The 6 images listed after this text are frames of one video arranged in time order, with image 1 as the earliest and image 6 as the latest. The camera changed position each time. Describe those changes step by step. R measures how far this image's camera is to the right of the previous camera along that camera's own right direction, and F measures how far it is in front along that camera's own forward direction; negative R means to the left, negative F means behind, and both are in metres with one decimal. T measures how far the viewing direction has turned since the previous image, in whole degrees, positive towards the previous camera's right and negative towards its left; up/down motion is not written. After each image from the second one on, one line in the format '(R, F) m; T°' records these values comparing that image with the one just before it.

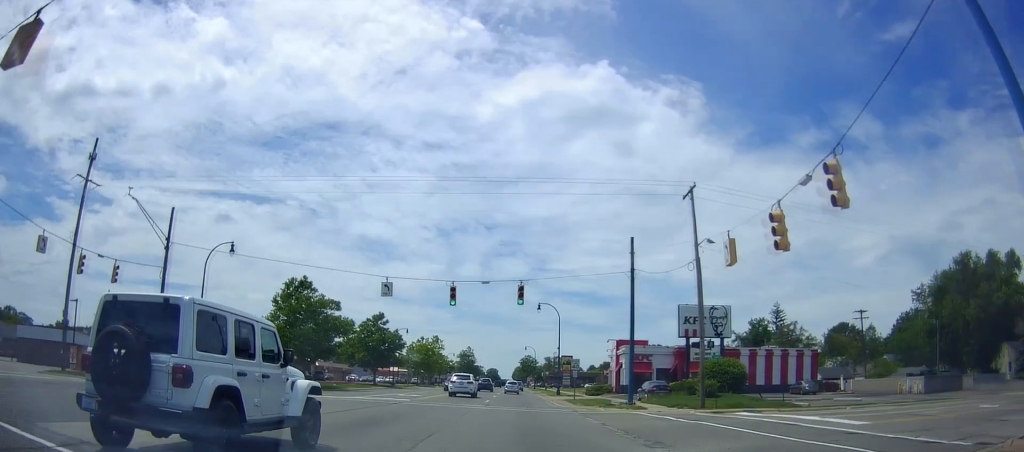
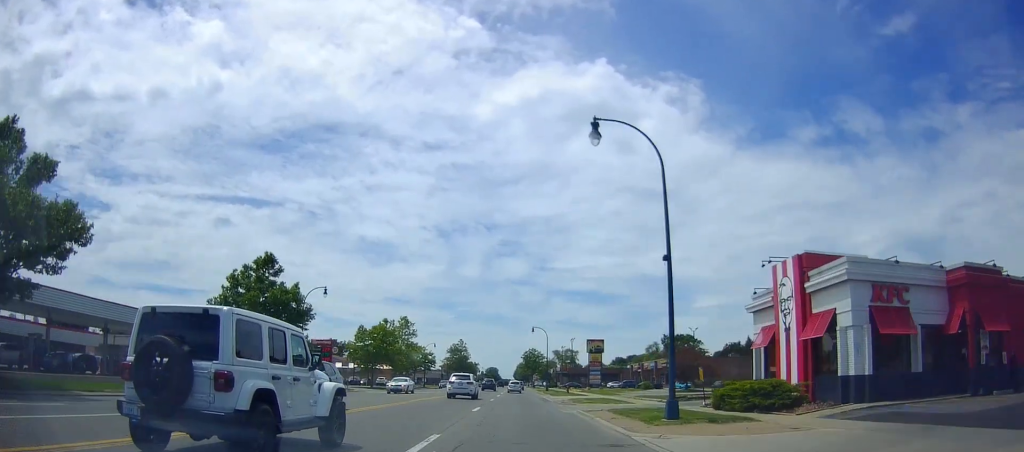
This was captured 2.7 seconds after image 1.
(-1.8, +41.5) m; -2°
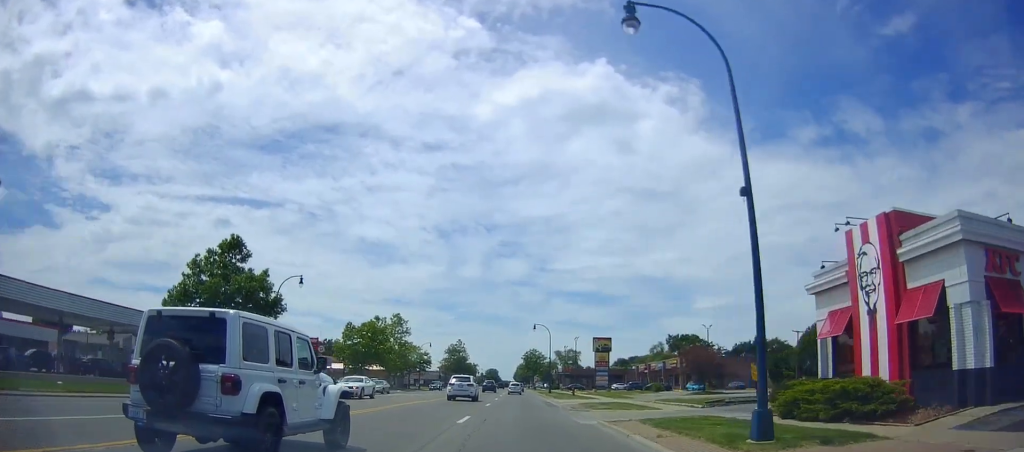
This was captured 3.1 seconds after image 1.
(0.0, +6.3) m; 0°
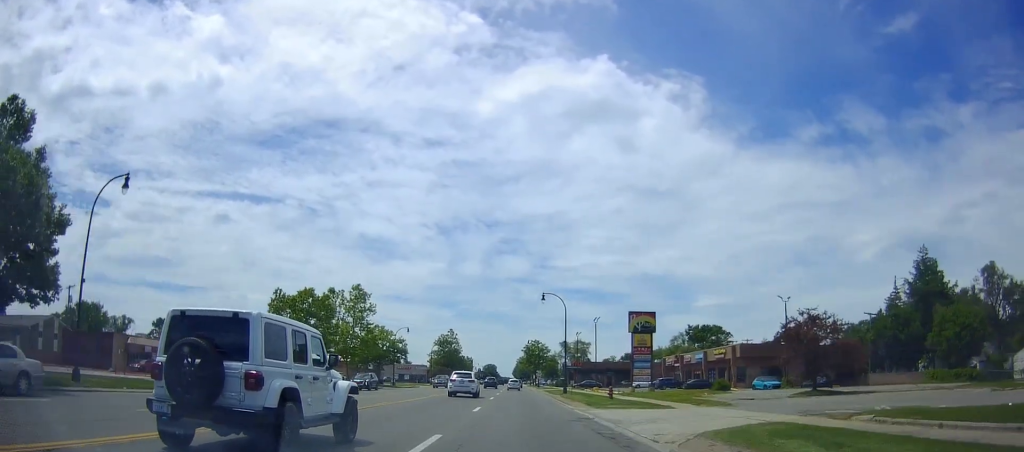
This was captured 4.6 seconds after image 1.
(+0.1, +24.1) m; 0°
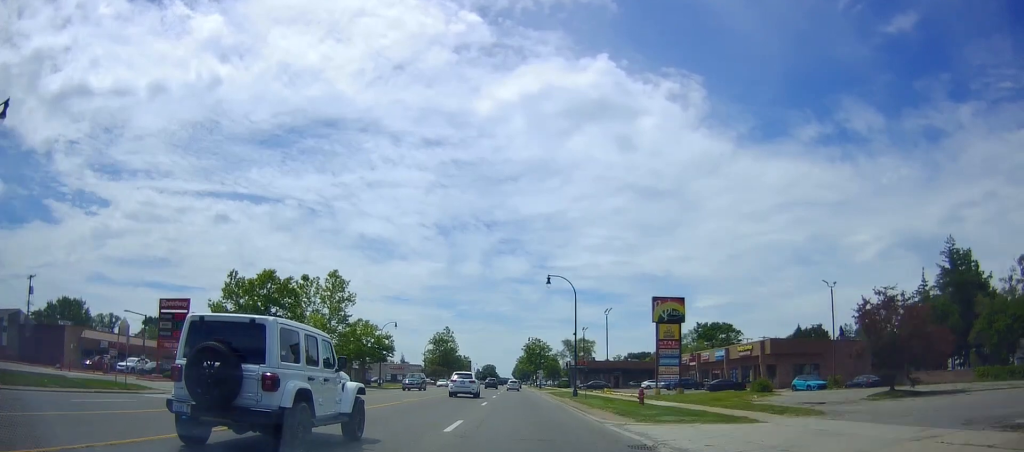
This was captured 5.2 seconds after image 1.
(0.0, +9.1) m; +1°
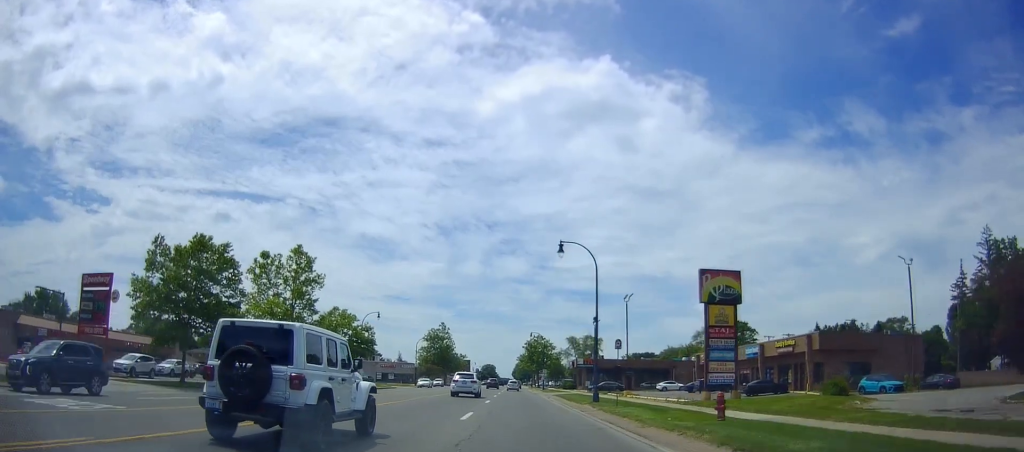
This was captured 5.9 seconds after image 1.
(+0.3, +10.9) m; +1°
